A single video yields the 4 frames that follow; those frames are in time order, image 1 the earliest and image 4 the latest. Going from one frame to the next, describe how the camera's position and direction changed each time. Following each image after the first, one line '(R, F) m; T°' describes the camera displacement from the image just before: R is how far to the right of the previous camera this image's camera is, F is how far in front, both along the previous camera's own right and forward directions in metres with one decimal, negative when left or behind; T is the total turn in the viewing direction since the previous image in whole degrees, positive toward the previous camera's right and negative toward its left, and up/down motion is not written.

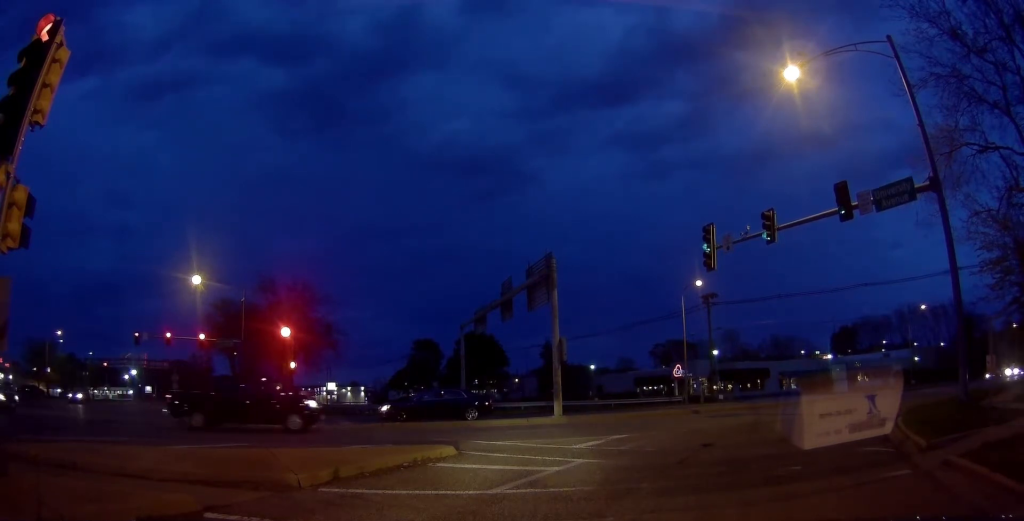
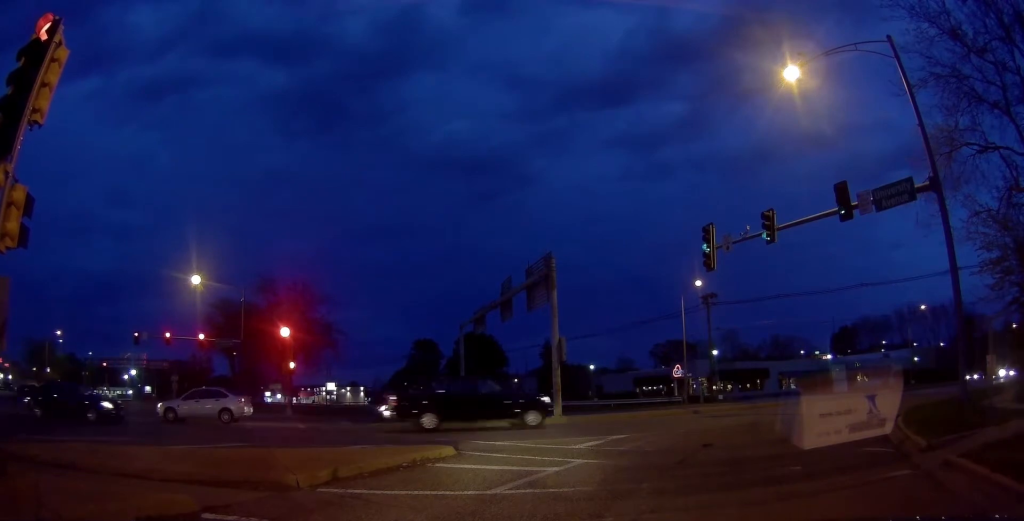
(0.0, 0.0) m; 0°
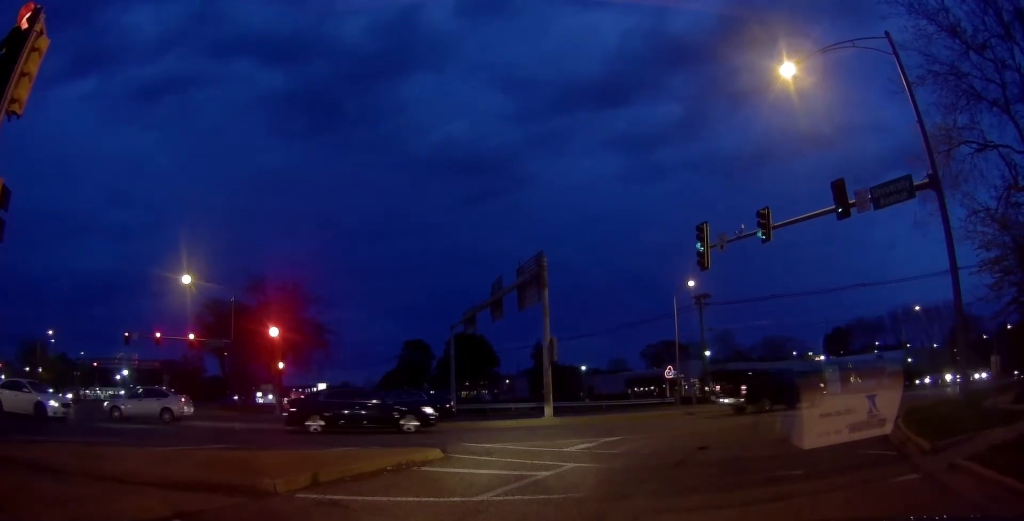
(0.0, 0.0) m; 0°
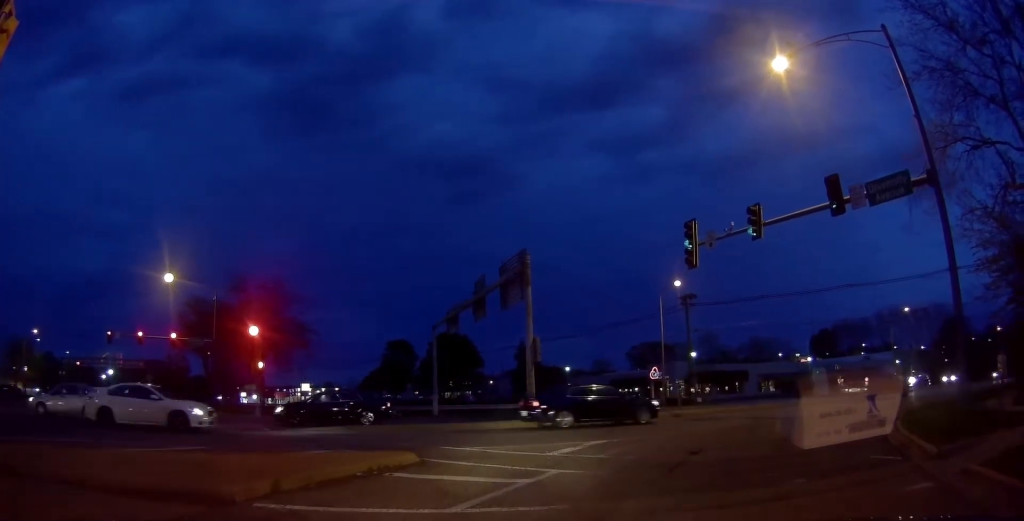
(-0.2, +0.1) m; 0°
